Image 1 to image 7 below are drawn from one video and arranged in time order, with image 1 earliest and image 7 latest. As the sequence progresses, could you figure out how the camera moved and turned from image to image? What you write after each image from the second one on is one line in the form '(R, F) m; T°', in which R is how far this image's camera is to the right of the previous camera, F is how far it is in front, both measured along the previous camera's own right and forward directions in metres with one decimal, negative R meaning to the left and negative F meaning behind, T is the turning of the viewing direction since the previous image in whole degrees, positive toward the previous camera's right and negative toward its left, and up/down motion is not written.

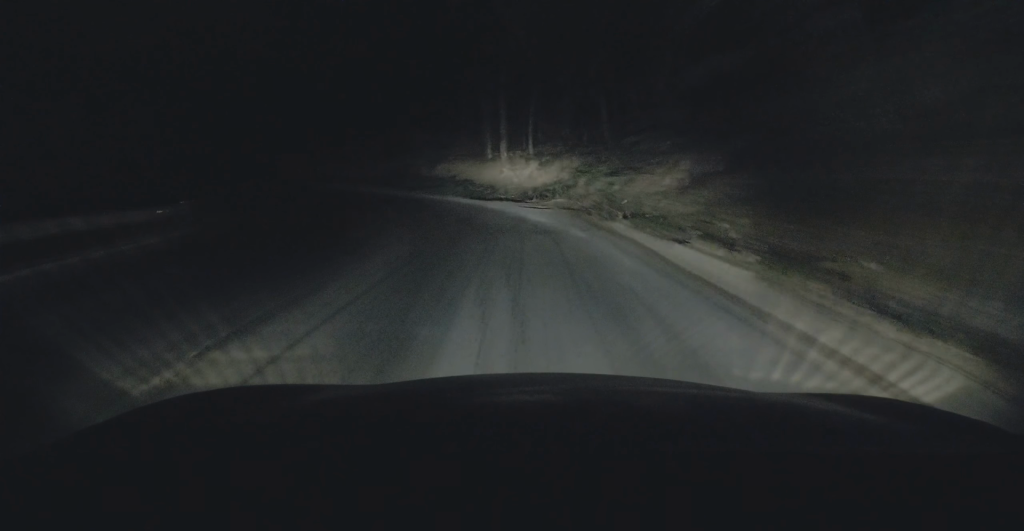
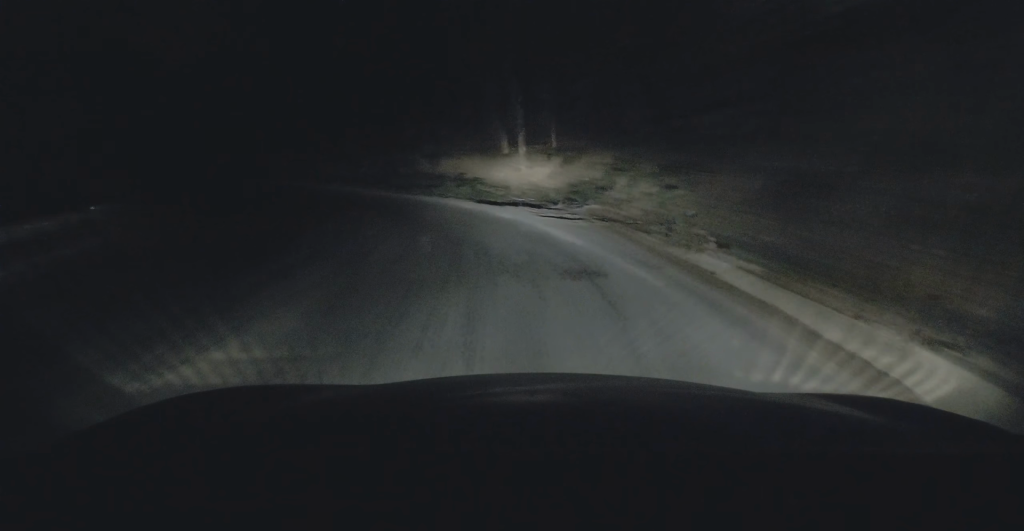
(0.0, +5.6) m; -2°
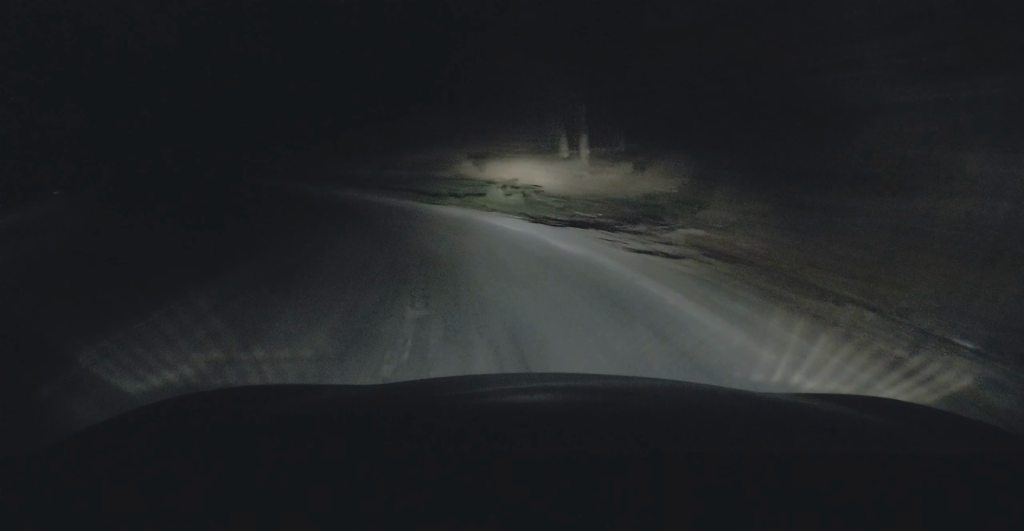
(+0.2, +5.5) m; -4°
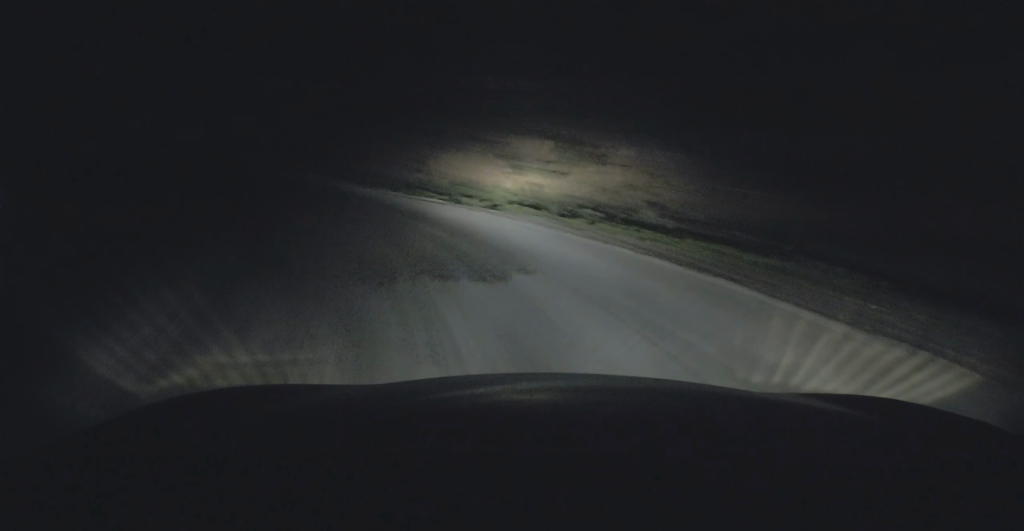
(-4.6, +14.5) m; -50°
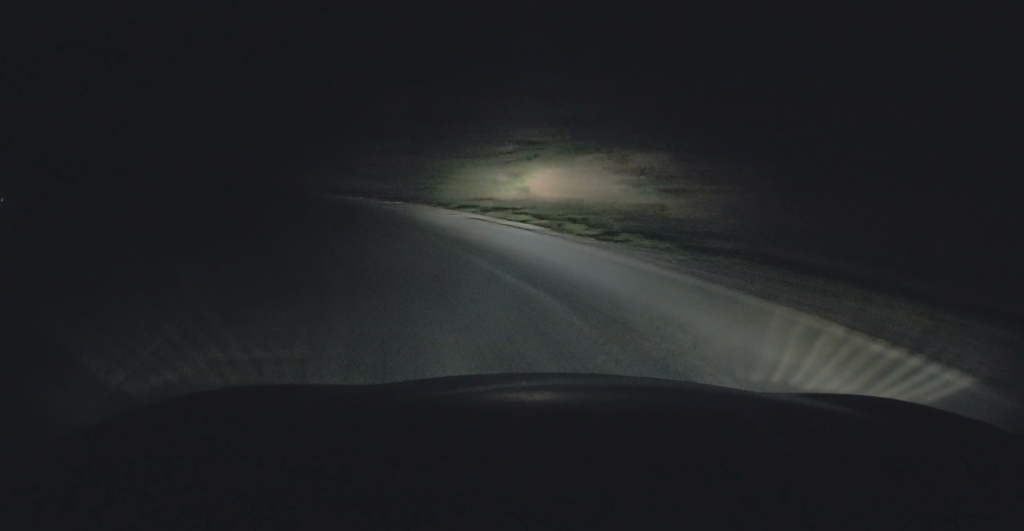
(-0.5, +2.3) m; -8°
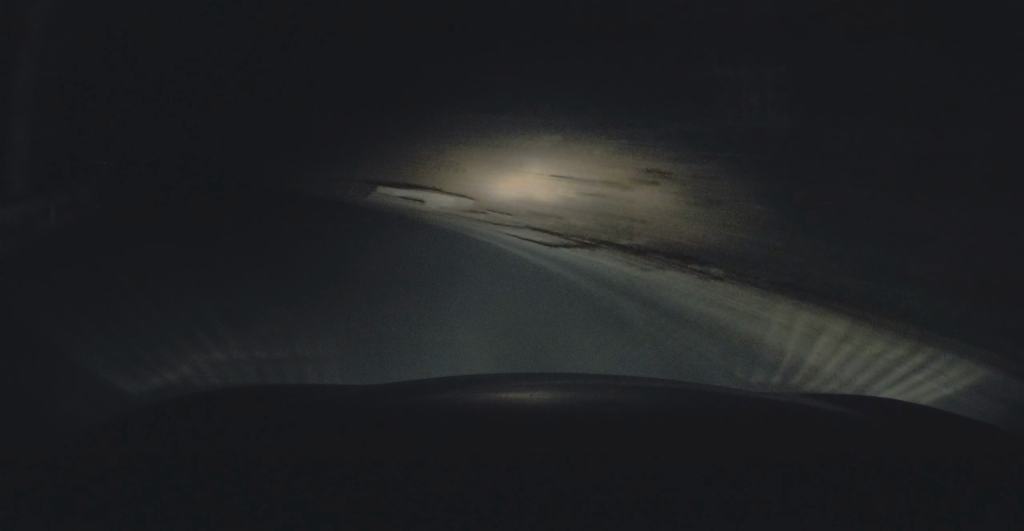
(-1.6, +7.9) m; -13°
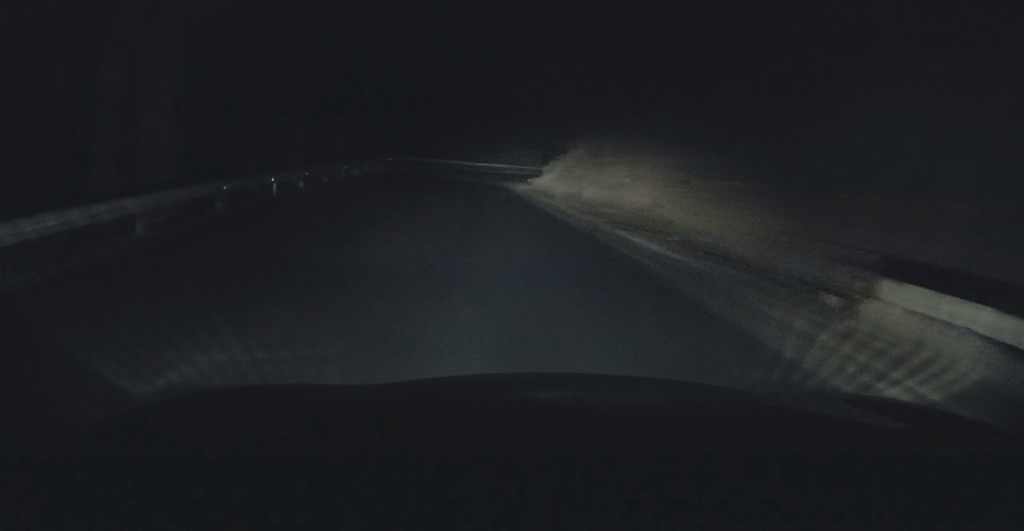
(-1.0, +15.1) m; -10°
